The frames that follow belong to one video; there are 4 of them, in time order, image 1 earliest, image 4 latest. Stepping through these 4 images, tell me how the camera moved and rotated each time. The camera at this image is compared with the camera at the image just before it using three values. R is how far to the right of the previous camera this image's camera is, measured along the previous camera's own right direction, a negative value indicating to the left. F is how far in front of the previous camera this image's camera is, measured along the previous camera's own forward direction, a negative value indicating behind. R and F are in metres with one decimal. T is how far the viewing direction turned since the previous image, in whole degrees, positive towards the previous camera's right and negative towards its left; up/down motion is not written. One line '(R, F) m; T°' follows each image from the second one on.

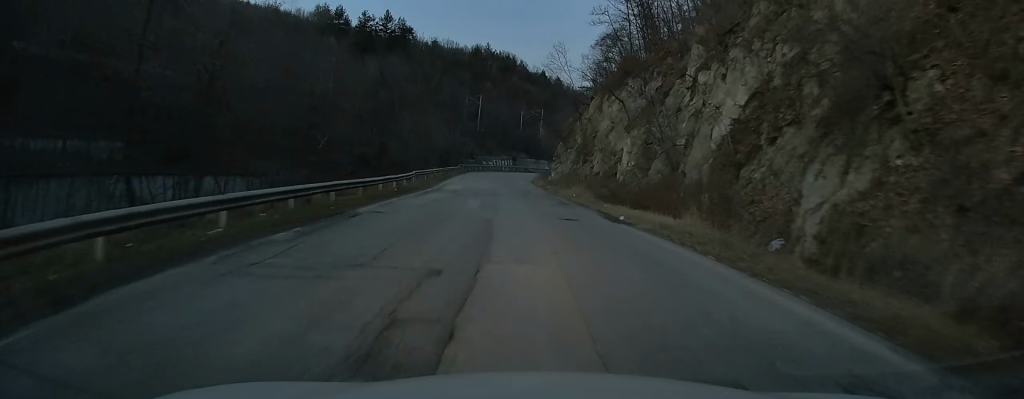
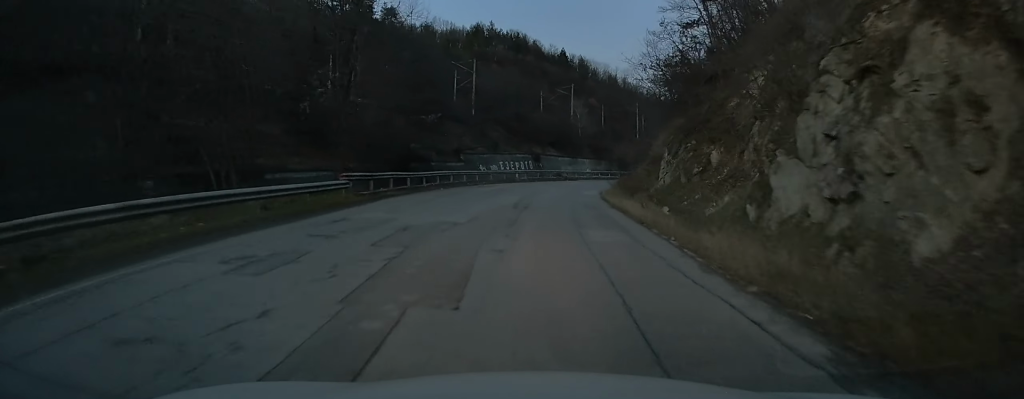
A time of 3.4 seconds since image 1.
(-0.8, +61.3) m; +1°
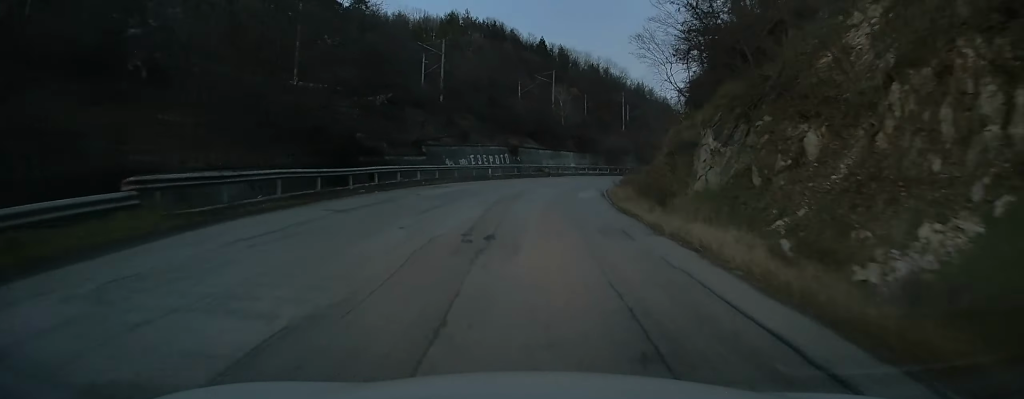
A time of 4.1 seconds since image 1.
(+0.2, +11.9) m; +2°
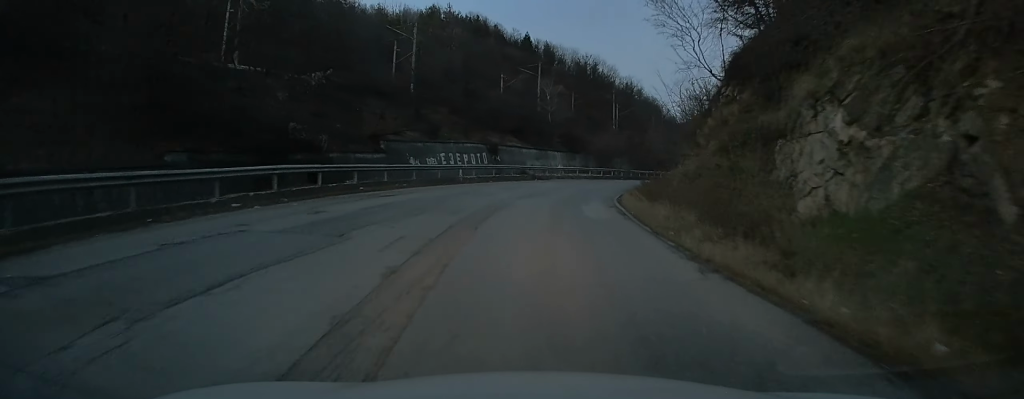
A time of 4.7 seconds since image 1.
(+0.3, +10.6) m; +3°
